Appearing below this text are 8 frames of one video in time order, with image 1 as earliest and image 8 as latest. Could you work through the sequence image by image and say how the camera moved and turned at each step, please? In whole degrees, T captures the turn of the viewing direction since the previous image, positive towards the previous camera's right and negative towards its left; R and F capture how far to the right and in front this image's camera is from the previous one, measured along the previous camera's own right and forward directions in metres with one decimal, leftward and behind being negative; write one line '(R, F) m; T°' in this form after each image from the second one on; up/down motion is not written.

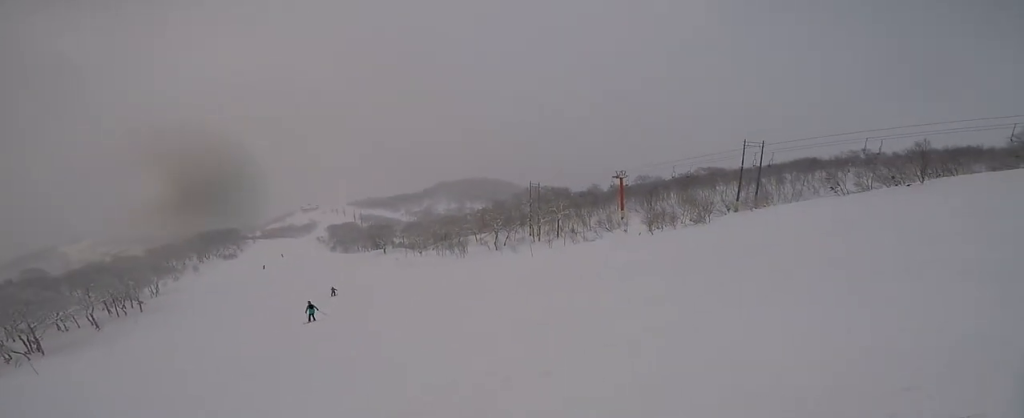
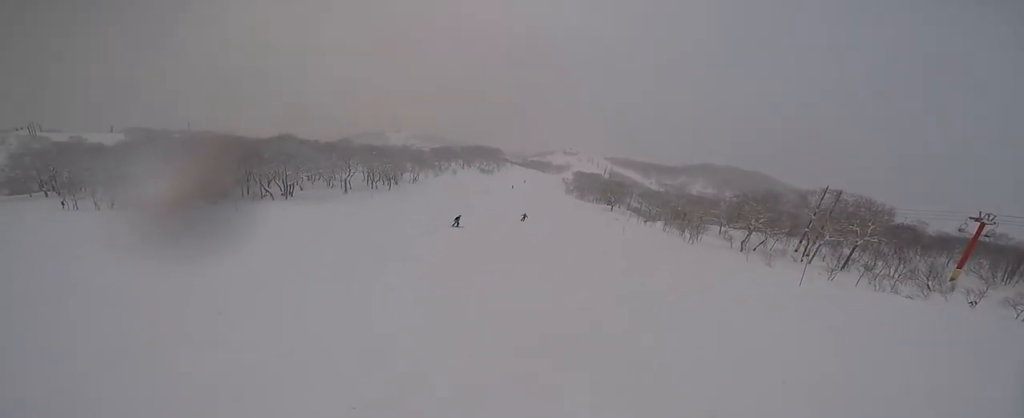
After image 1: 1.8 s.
(-2.0, +12.7) m; -19°
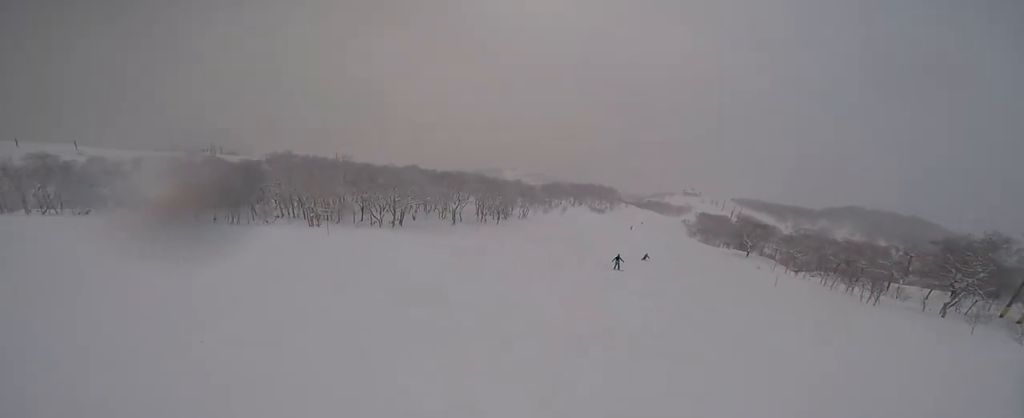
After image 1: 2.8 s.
(-0.7, +7.9) m; -8°
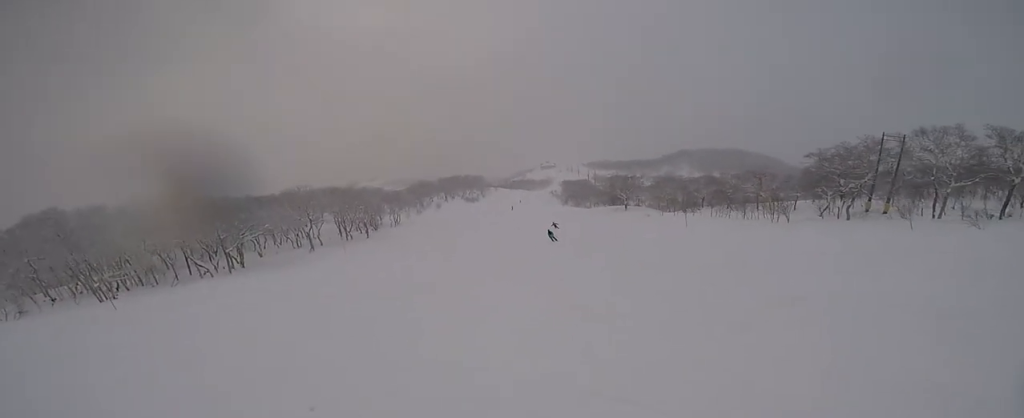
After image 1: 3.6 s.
(-0.6, +8.2) m; -1°
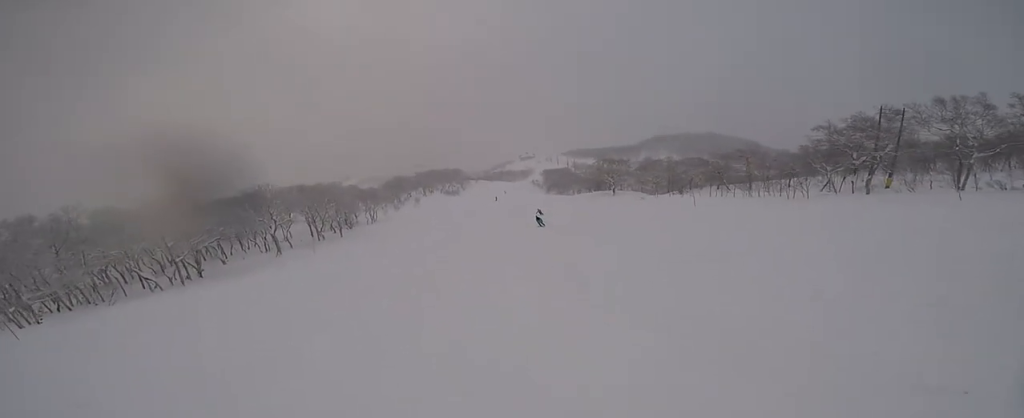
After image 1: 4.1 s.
(-0.2, +4.7) m; +5°
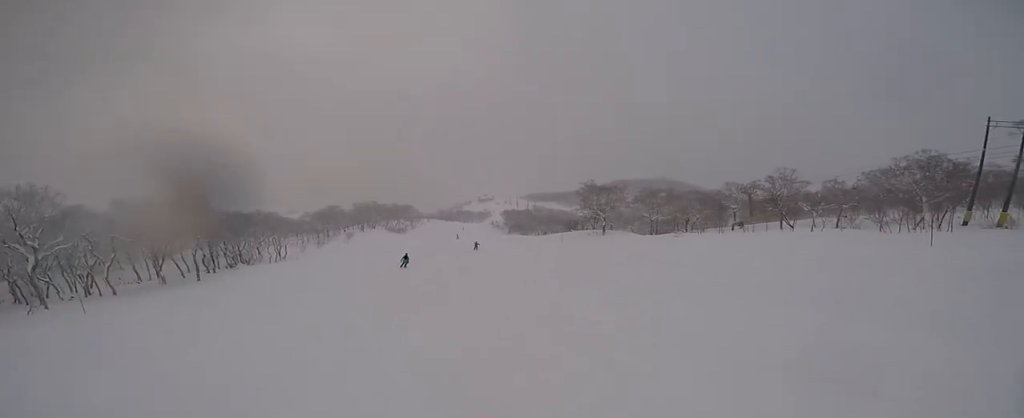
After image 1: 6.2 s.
(+3.3, +23.9) m; +4°
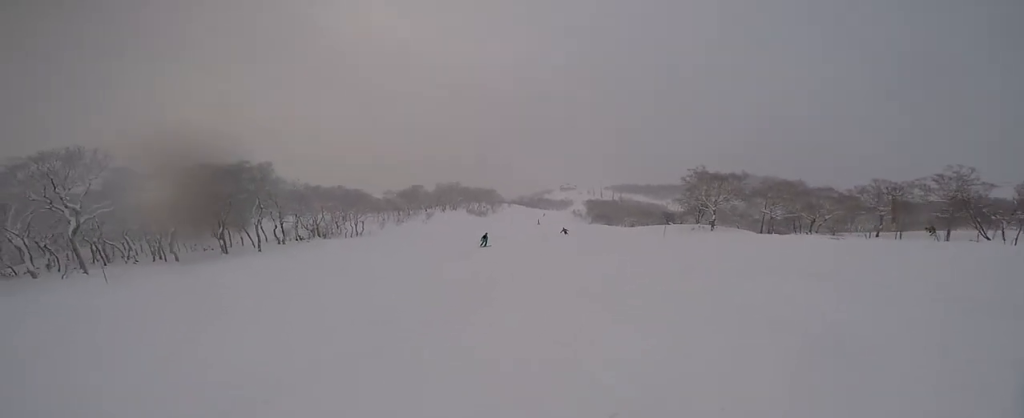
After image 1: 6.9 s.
(-0.6, +7.5) m; -4°
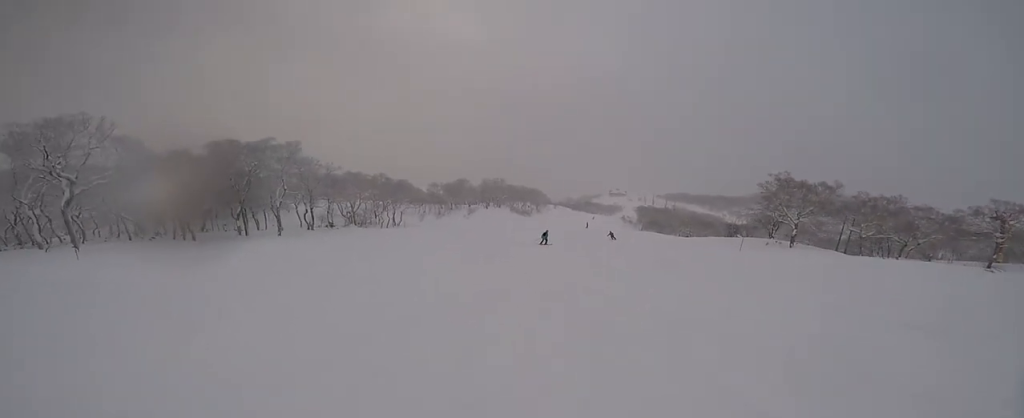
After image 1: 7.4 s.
(-0.2, +5.8) m; -3°
